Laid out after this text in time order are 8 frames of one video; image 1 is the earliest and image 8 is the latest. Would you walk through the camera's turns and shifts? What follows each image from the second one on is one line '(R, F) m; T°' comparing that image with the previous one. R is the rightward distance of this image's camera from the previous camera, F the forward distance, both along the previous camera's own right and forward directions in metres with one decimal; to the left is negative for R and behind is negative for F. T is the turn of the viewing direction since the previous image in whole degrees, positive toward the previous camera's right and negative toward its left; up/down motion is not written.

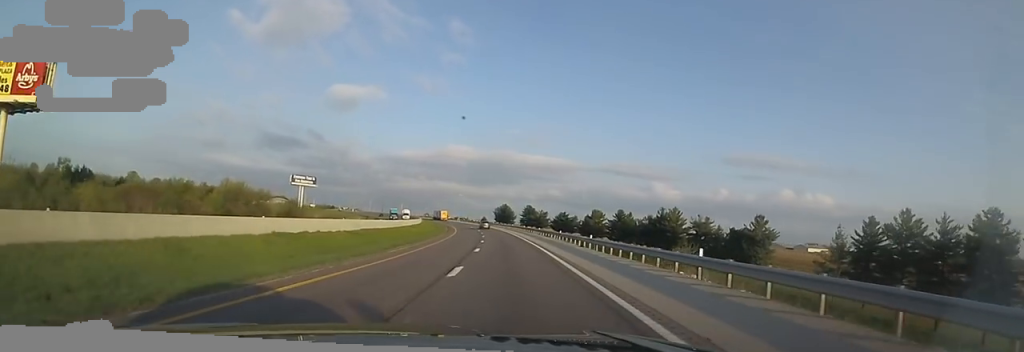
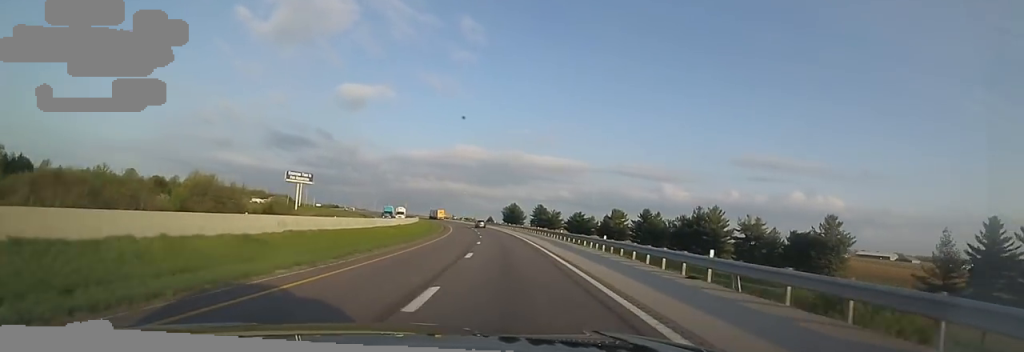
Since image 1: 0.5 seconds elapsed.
(0.0, +17.9) m; 0°
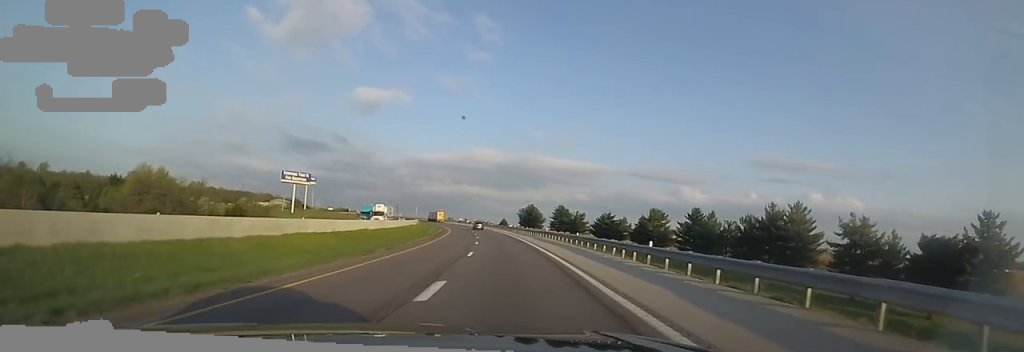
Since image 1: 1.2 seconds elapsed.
(-0.1, +23.6) m; -2°
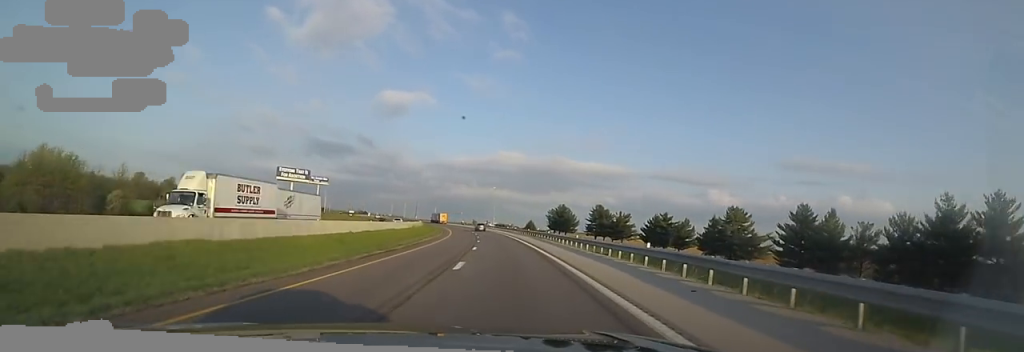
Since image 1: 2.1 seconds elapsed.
(-0.8, +30.2) m; -5°
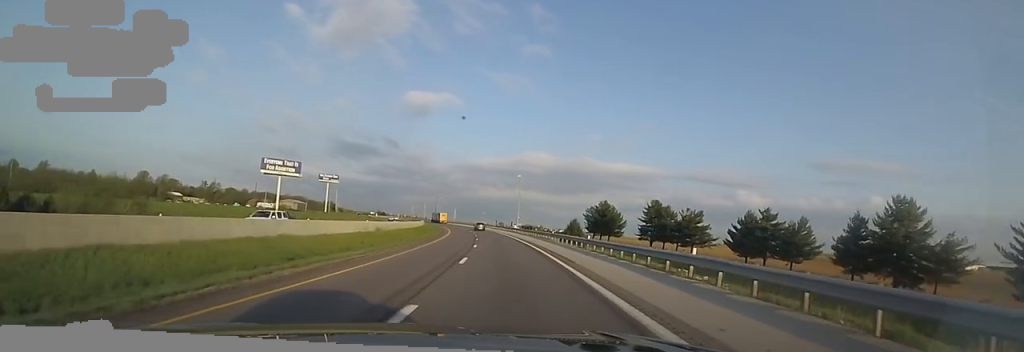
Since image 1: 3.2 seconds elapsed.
(-2.2, +34.4) m; -4°
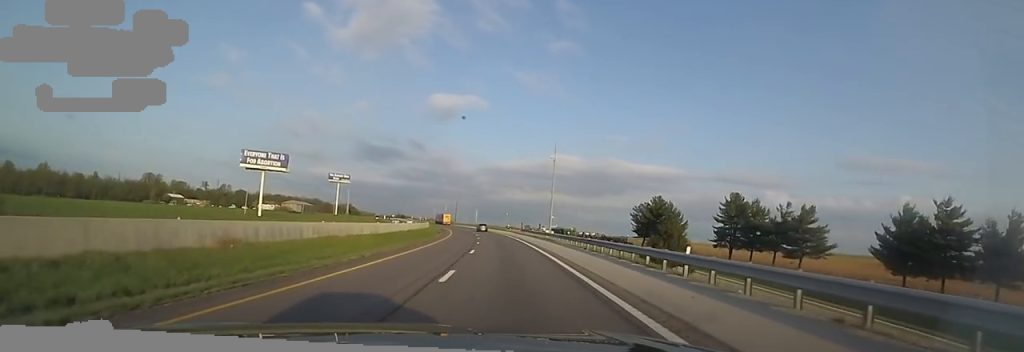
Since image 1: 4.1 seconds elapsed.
(0.0, +29.8) m; 0°
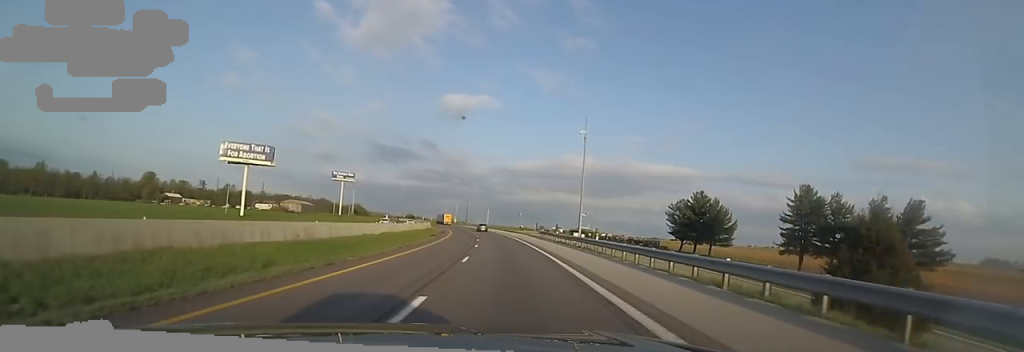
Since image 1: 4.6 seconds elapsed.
(+0.2, +17.6) m; -1°
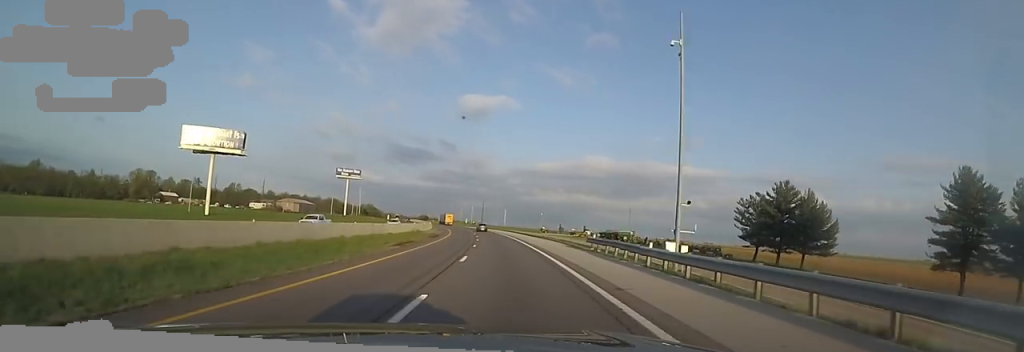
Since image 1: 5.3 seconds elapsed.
(-0.6, +24.4) m; -3°
